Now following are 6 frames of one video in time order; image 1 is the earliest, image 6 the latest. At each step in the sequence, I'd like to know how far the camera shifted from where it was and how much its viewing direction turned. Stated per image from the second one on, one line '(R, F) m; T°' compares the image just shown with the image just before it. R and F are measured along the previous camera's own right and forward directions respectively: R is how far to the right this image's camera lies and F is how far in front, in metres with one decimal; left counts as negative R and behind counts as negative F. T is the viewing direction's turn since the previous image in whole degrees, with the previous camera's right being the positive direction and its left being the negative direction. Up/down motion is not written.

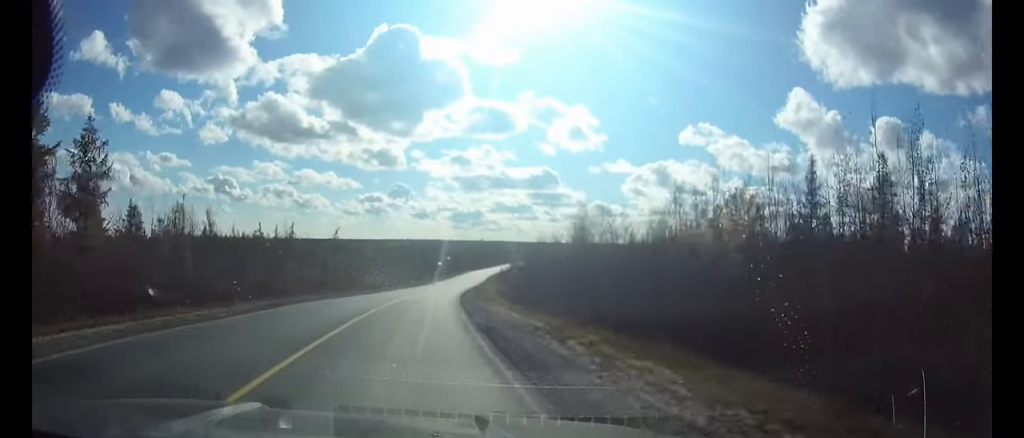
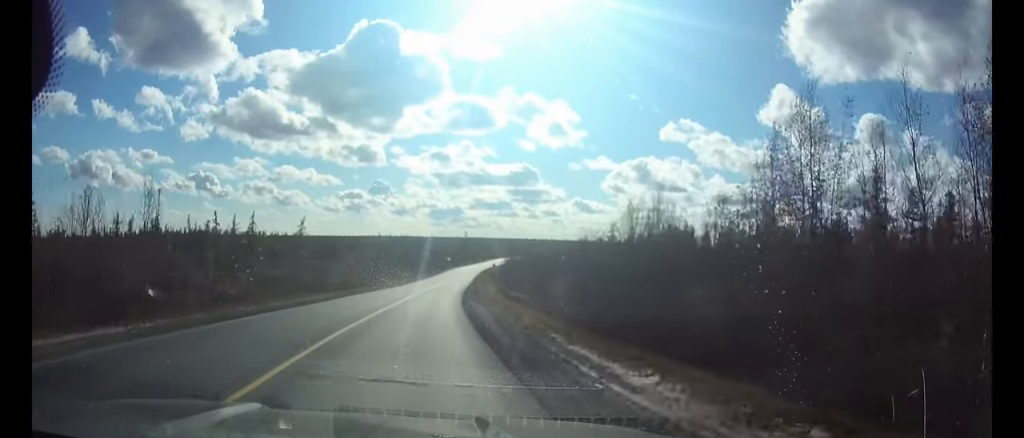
(+0.6, +22.6) m; +2°
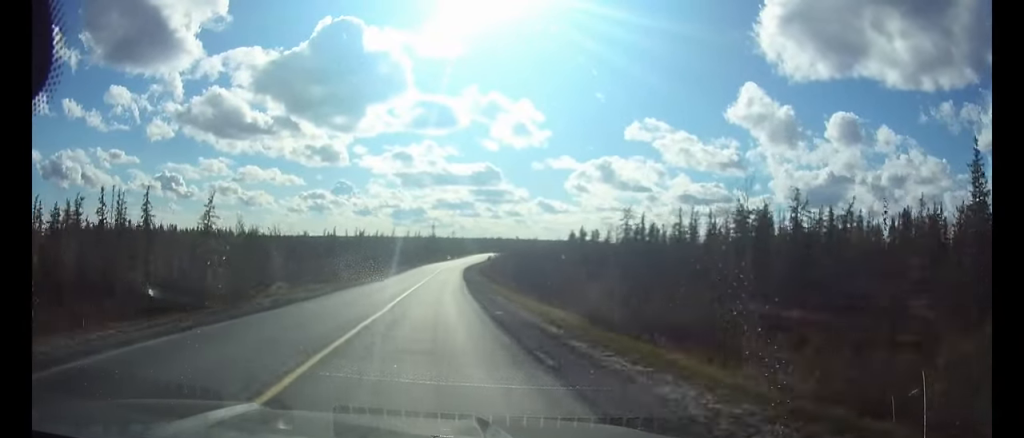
(+1.3, +45.6) m; +3°
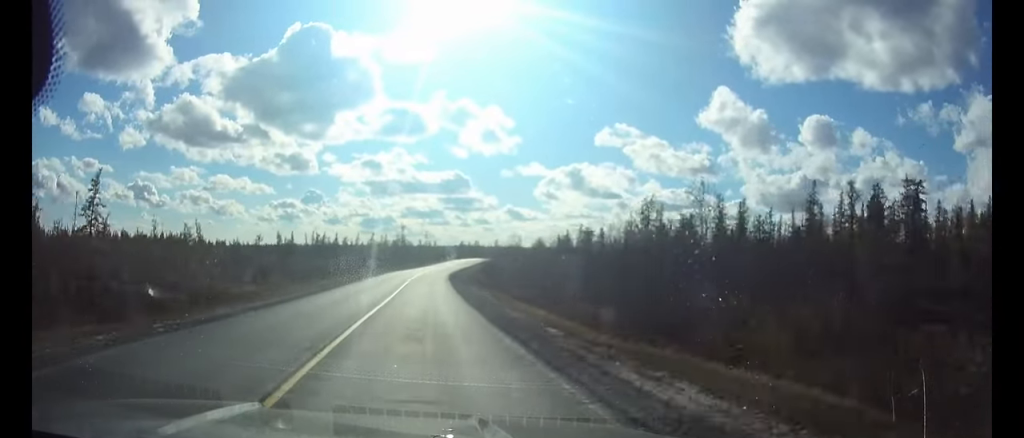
(+0.6, +32.4) m; +2°
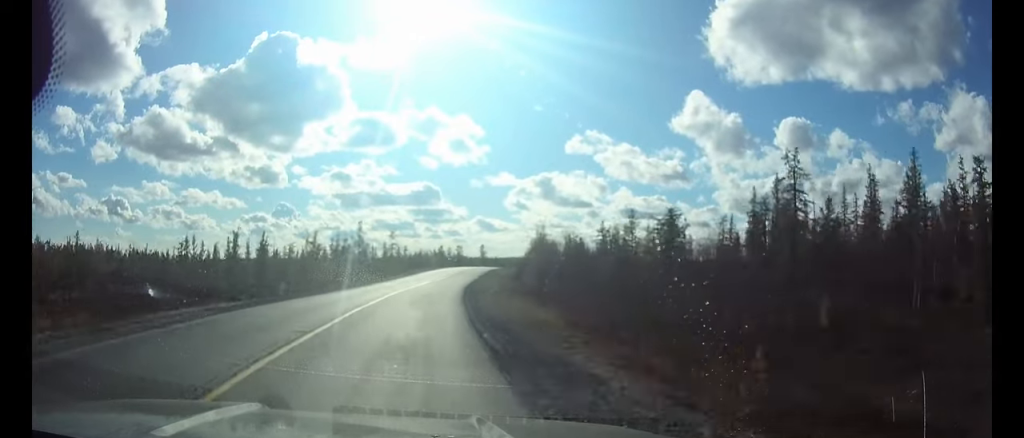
(+2.4, +58.2) m; +5°
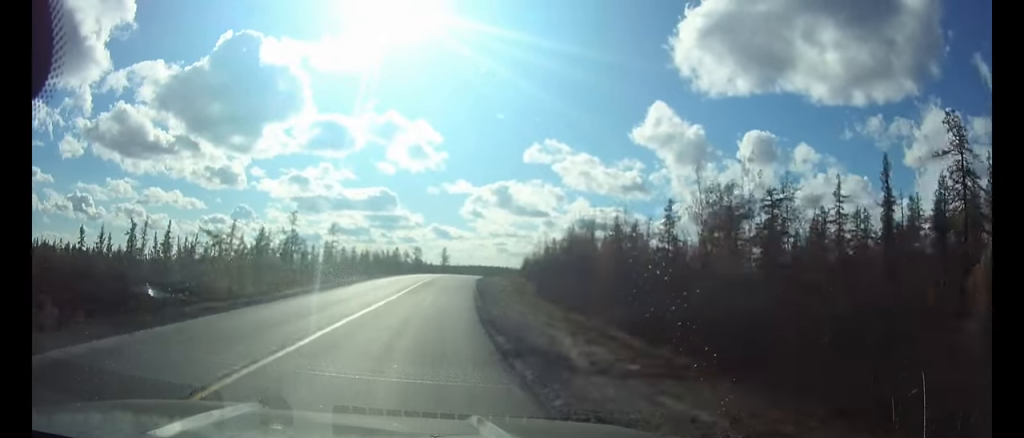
(+0.9, +32.5) m; +4°
